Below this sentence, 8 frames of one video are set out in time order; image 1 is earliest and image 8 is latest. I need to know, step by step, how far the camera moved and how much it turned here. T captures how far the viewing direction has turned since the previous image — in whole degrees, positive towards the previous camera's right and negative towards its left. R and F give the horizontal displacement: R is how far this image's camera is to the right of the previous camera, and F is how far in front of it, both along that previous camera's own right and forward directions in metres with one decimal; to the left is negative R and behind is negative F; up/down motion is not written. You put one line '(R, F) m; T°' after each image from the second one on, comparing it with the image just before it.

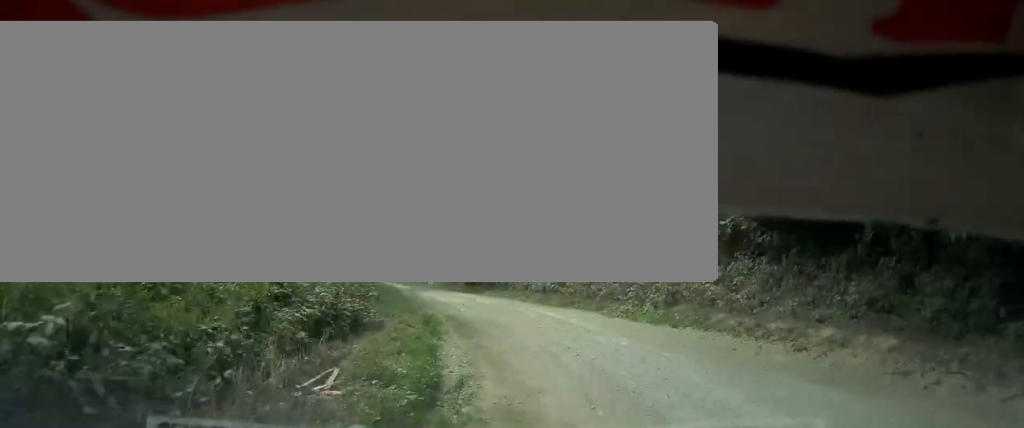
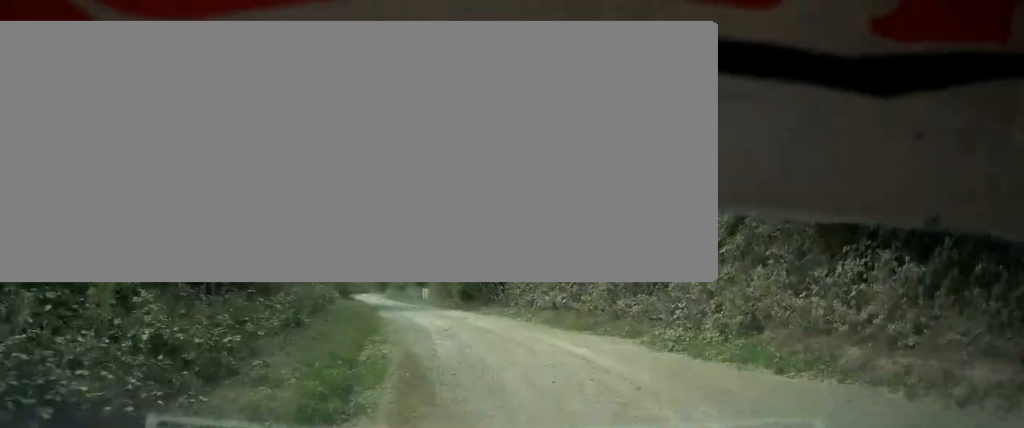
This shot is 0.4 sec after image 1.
(-0.3, +6.2) m; -3°
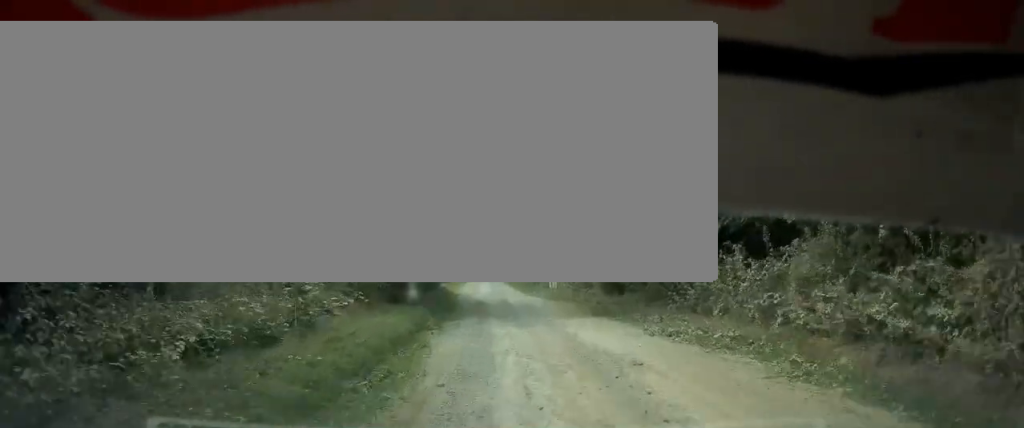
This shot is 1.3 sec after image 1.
(0.0, +13.9) m; 0°
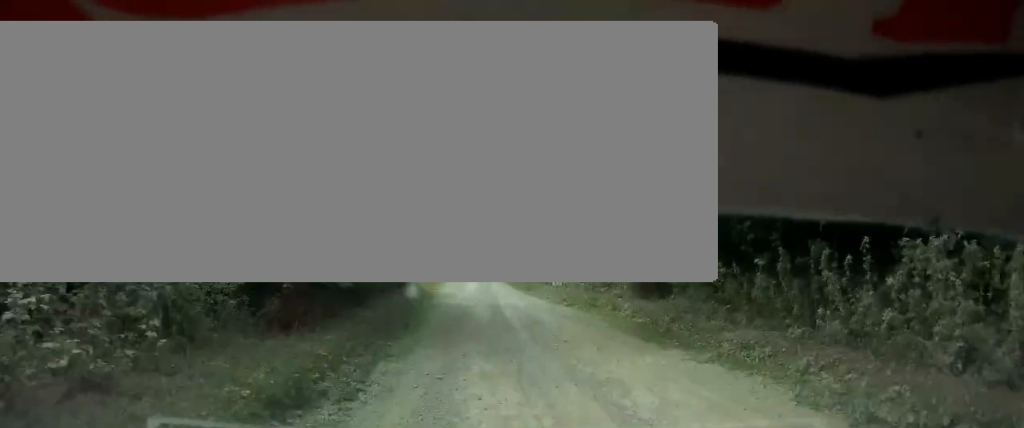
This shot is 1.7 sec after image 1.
(0.0, +8.0) m; 0°
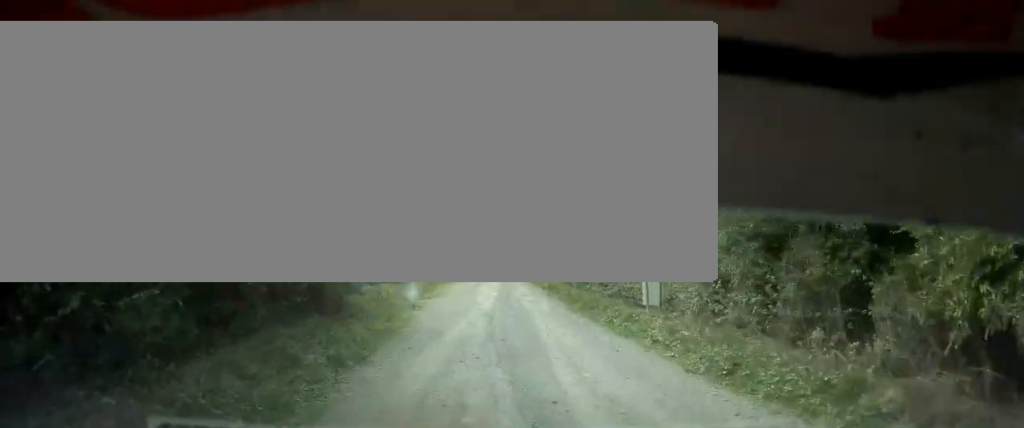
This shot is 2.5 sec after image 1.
(0.0, +13.8) m; 0°
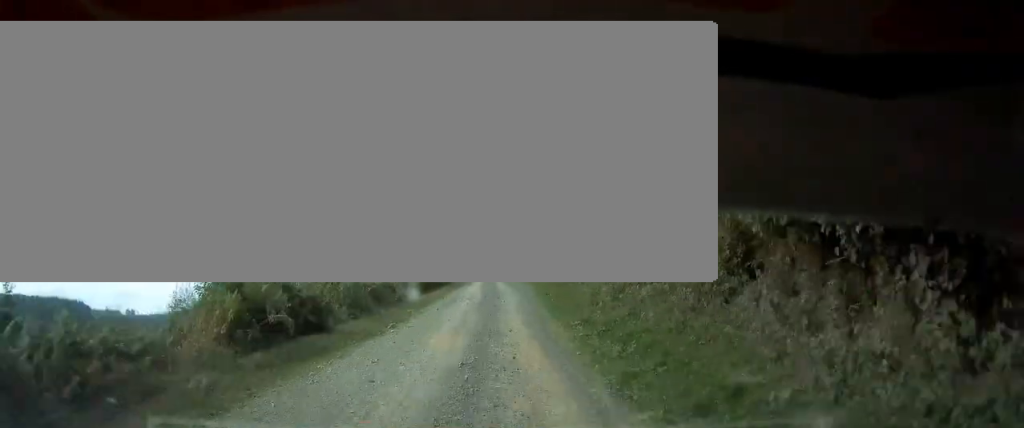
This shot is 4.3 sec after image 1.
(-0.5, +40.3) m; -1°
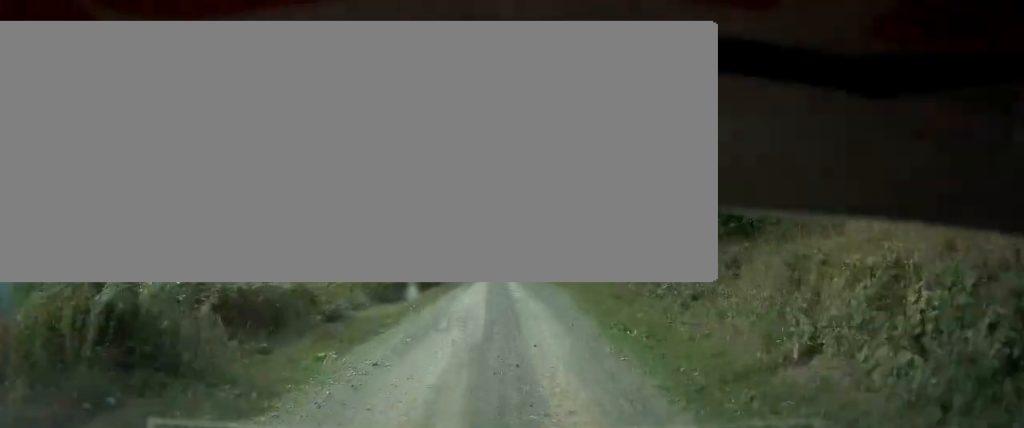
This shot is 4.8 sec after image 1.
(0.0, +12.9) m; 0°
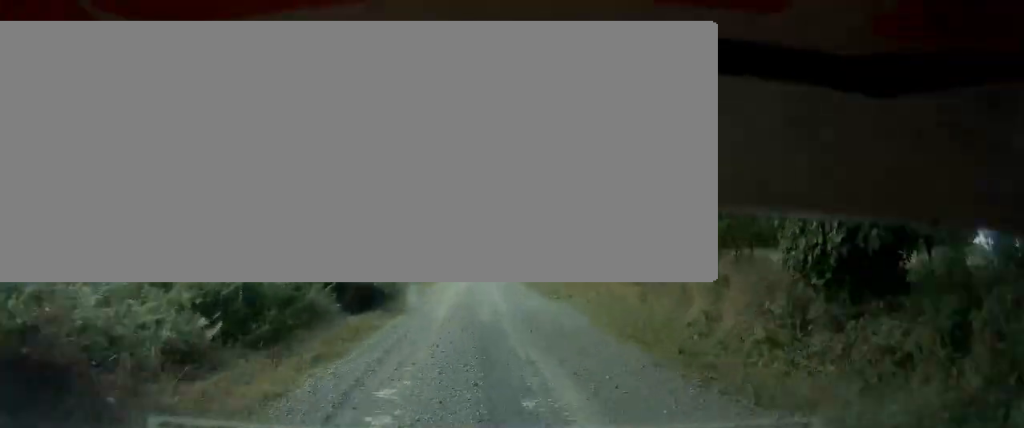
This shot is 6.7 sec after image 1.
(-0.2, +55.6) m; 0°
